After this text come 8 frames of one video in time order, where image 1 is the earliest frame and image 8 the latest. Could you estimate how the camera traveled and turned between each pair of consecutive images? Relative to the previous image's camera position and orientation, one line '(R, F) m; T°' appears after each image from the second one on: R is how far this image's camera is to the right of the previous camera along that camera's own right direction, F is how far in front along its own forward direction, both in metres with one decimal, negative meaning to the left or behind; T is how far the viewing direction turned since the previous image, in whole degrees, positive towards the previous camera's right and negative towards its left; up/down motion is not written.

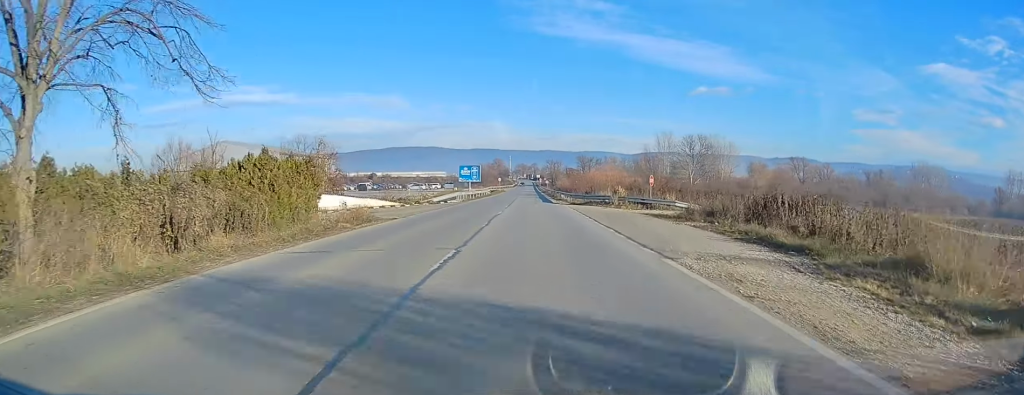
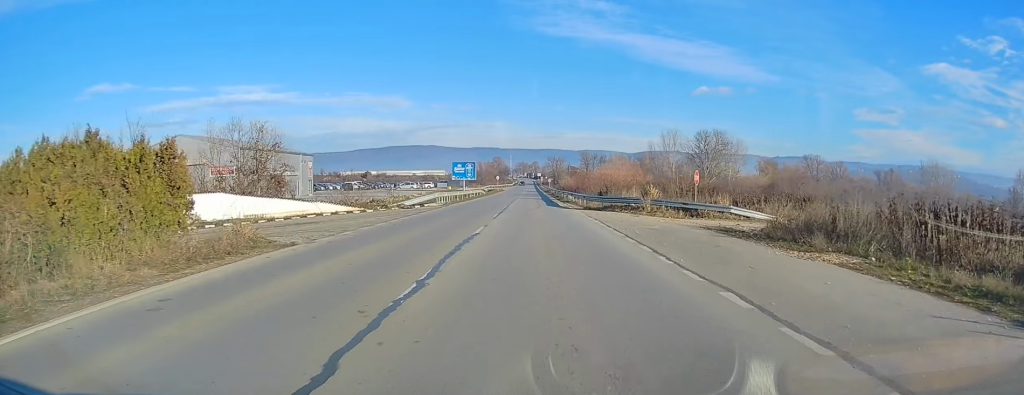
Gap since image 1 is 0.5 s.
(0.0, +12.0) m; 0°
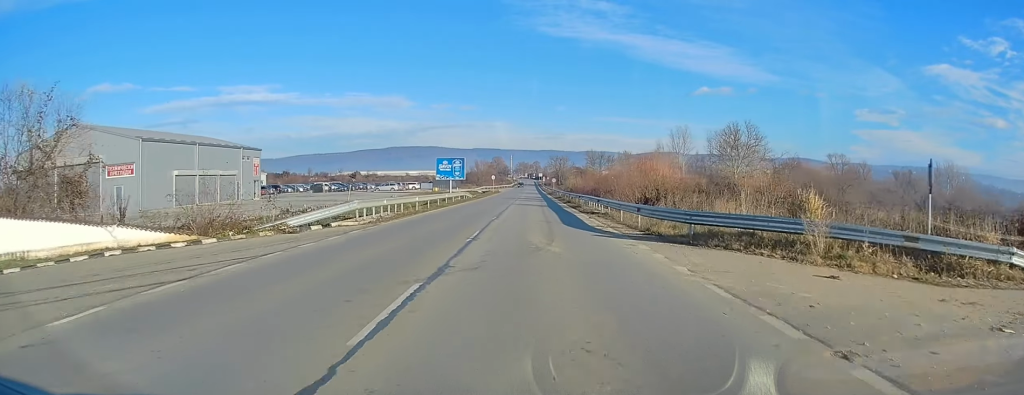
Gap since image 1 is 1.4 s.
(-0.1, +20.0) m; 0°
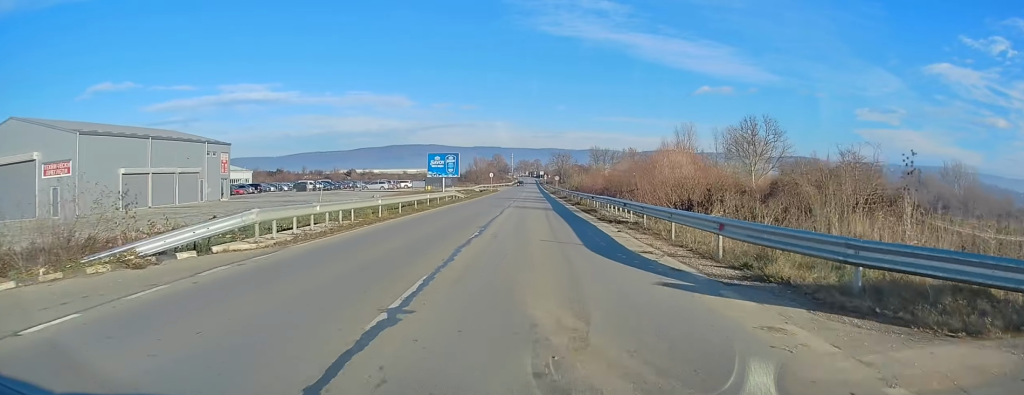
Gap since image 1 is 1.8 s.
(0.0, +8.8) m; 0°
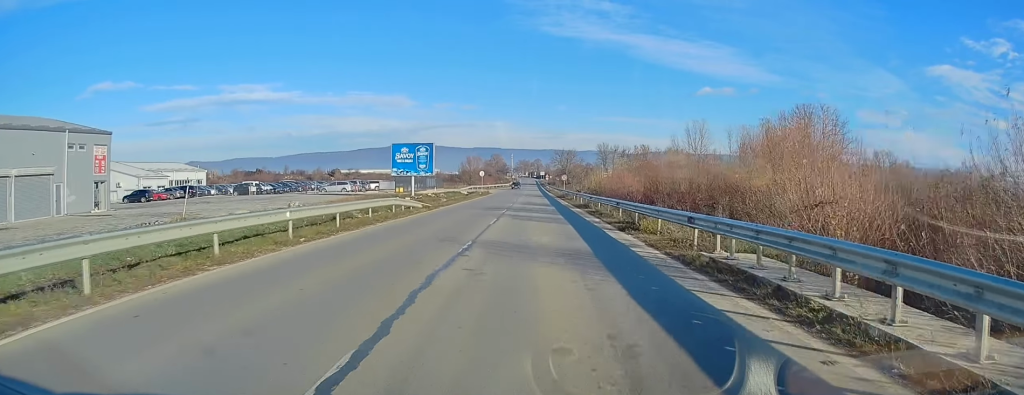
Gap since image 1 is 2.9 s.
(0.0, +22.3) m; 0°
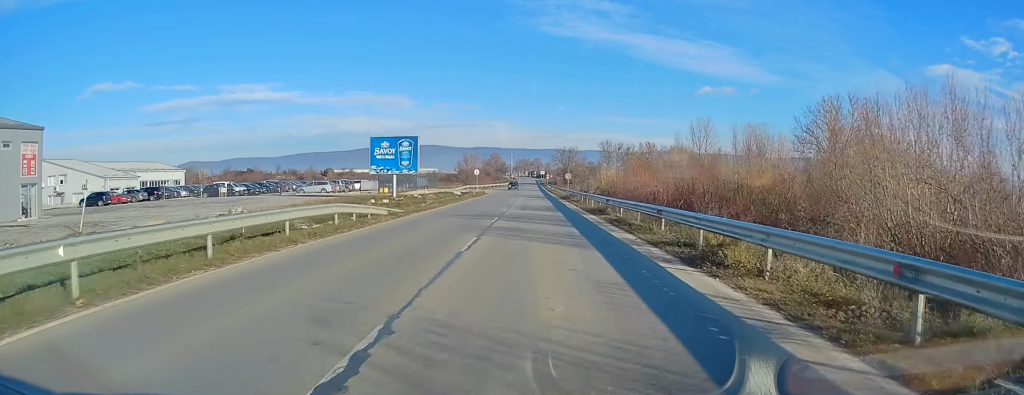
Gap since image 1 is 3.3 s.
(0.0, +8.4) m; 0°
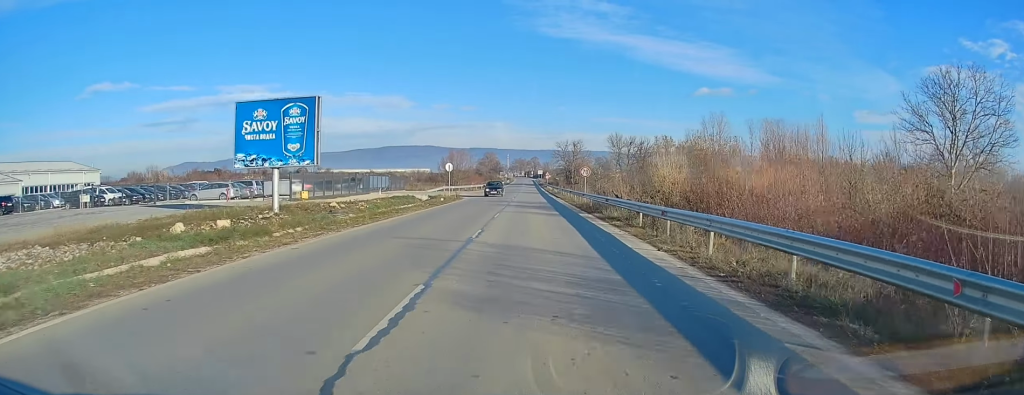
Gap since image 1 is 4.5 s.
(+0.1, +25.5) m; 0°
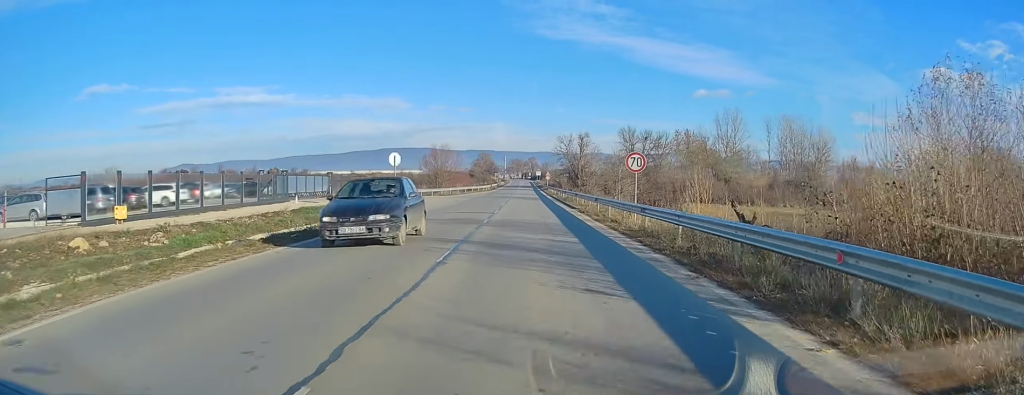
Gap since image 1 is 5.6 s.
(0.0, +22.6) m; 0°
